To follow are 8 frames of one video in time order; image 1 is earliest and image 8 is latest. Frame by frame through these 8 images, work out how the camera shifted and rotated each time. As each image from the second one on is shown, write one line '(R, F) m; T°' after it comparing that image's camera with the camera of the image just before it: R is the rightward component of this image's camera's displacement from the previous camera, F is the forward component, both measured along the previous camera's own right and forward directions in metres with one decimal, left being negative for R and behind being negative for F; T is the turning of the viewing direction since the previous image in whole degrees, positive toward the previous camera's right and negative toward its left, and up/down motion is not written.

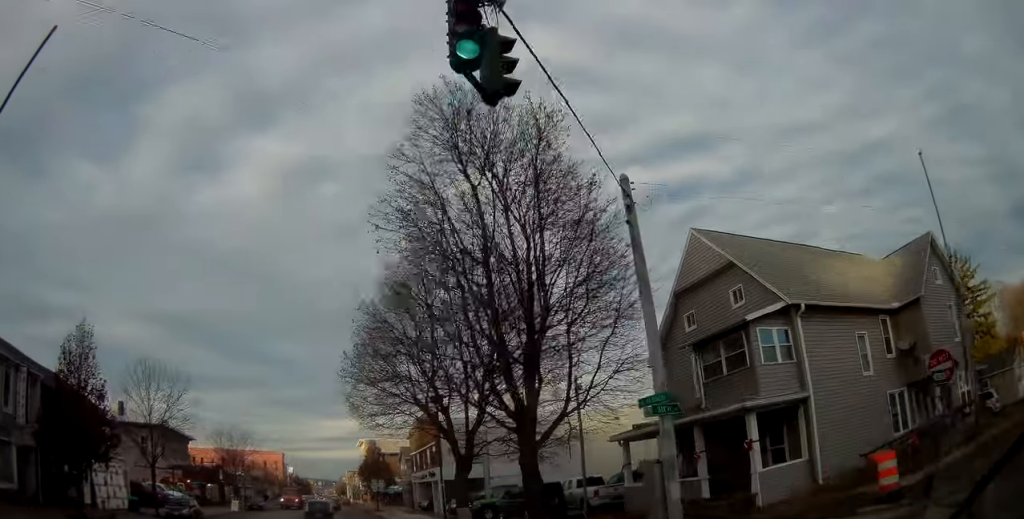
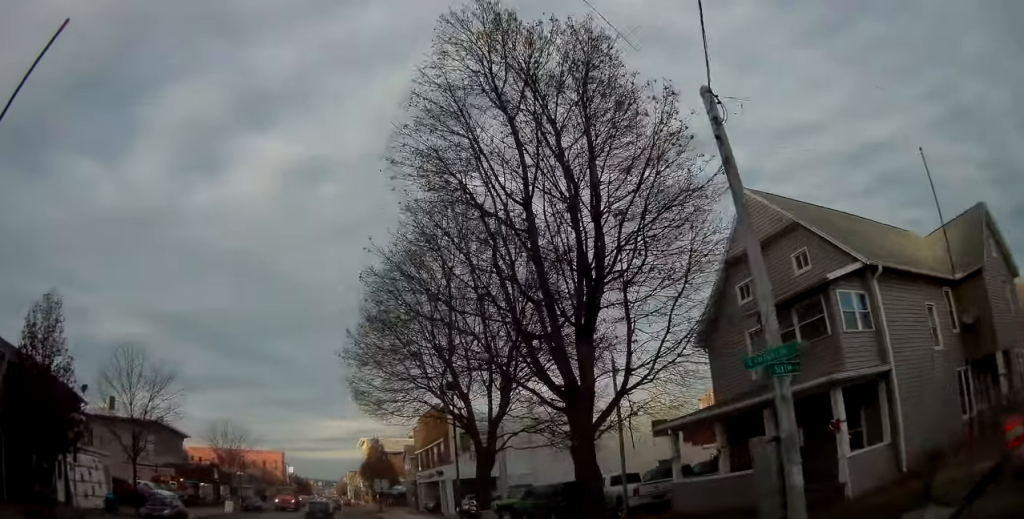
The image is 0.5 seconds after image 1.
(+0.1, +3.5) m; 0°
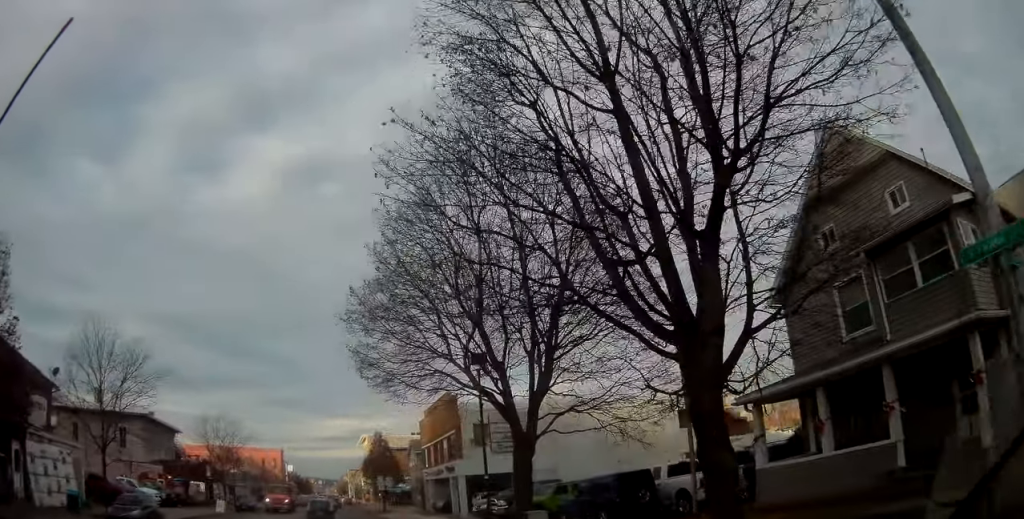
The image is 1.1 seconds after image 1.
(+0.4, +4.5) m; -2°
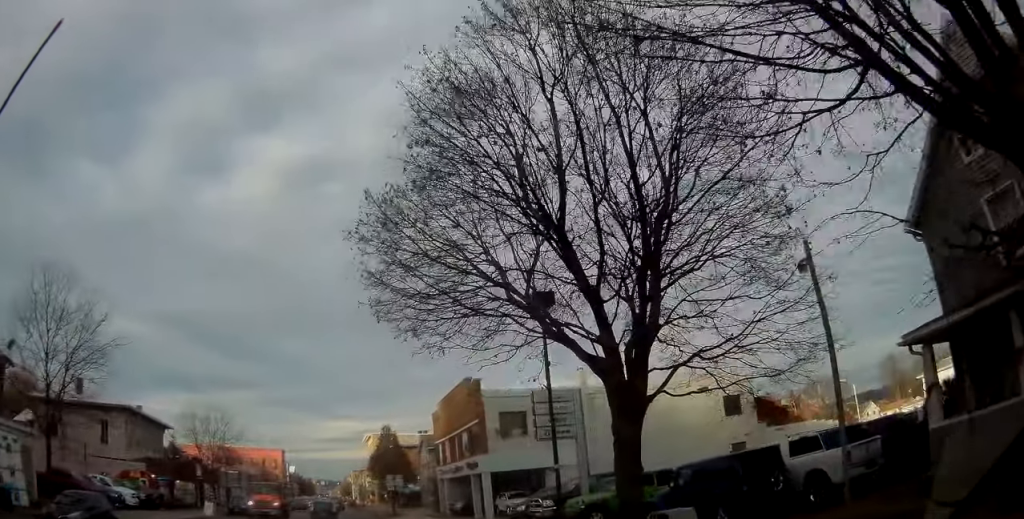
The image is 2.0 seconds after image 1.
(-0.6, +6.0) m; -2°
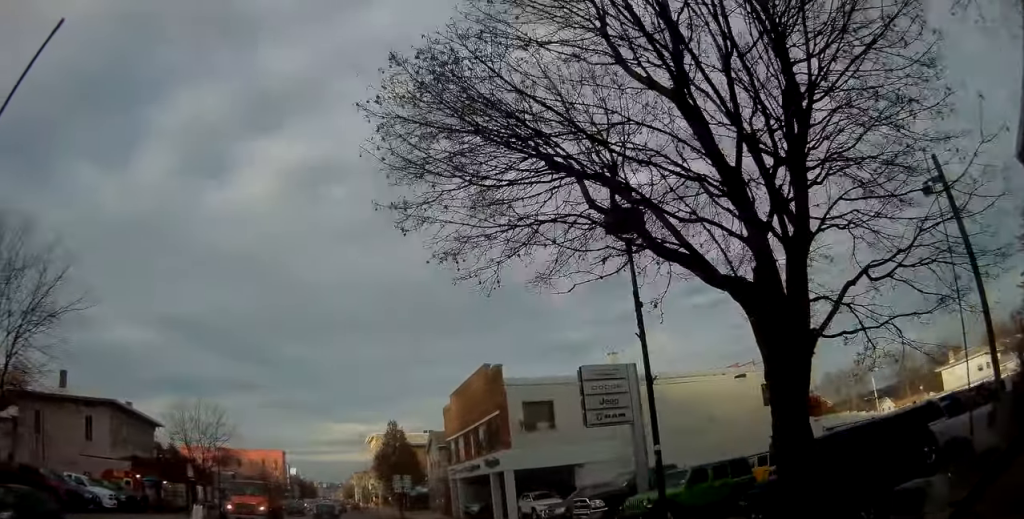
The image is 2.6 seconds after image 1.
(+0.1, +4.5) m; +1°
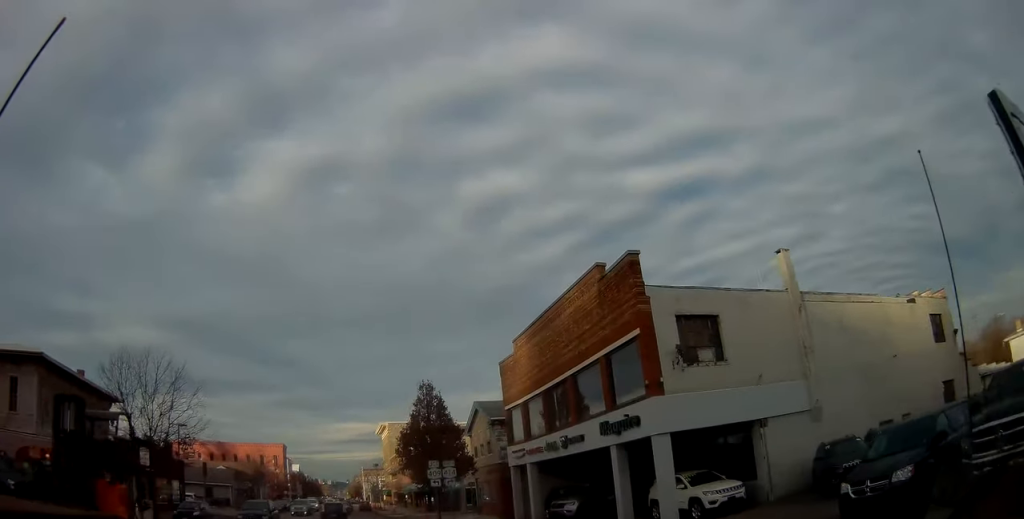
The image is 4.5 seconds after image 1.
(+0.4, +15.1) m; -1°
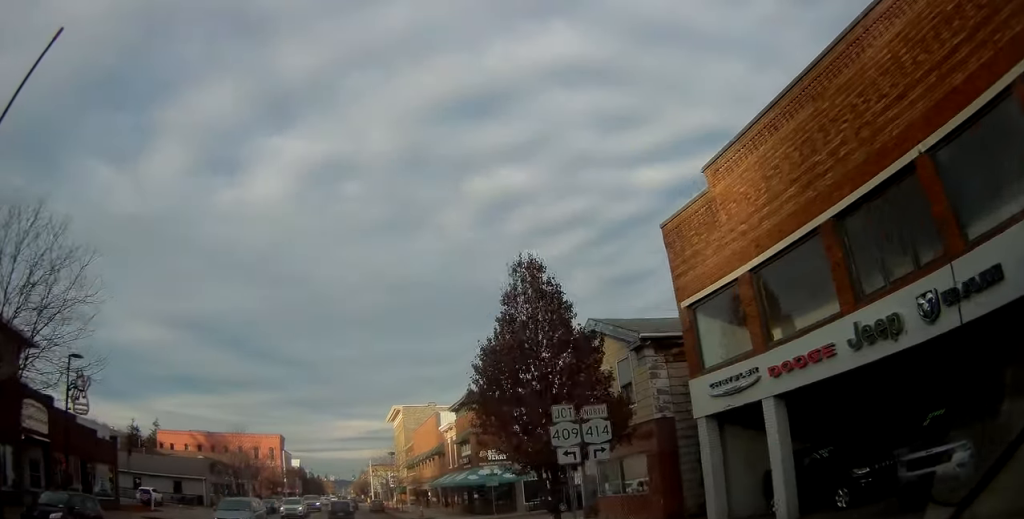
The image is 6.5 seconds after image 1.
(-0.3, +16.7) m; +1°
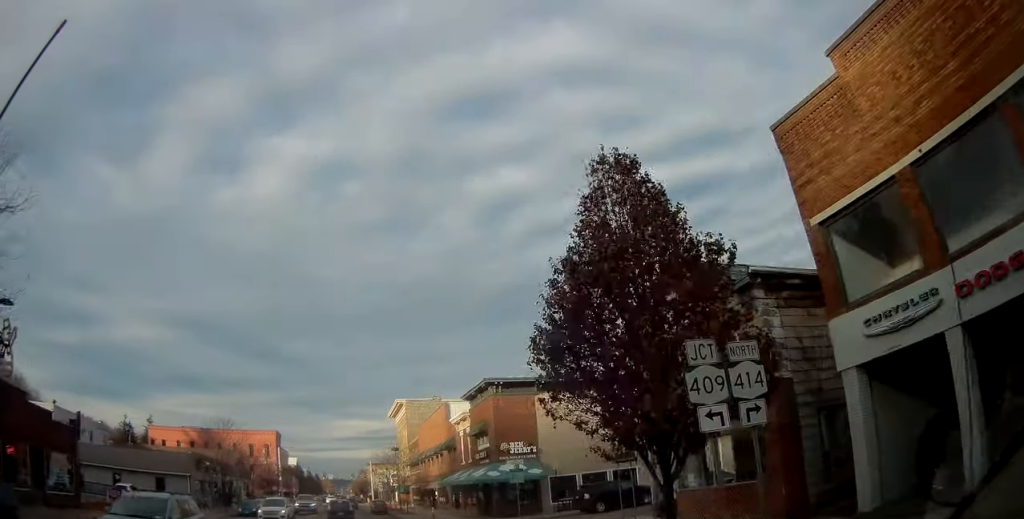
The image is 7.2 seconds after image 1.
(0.0, +5.6) m; +2°
